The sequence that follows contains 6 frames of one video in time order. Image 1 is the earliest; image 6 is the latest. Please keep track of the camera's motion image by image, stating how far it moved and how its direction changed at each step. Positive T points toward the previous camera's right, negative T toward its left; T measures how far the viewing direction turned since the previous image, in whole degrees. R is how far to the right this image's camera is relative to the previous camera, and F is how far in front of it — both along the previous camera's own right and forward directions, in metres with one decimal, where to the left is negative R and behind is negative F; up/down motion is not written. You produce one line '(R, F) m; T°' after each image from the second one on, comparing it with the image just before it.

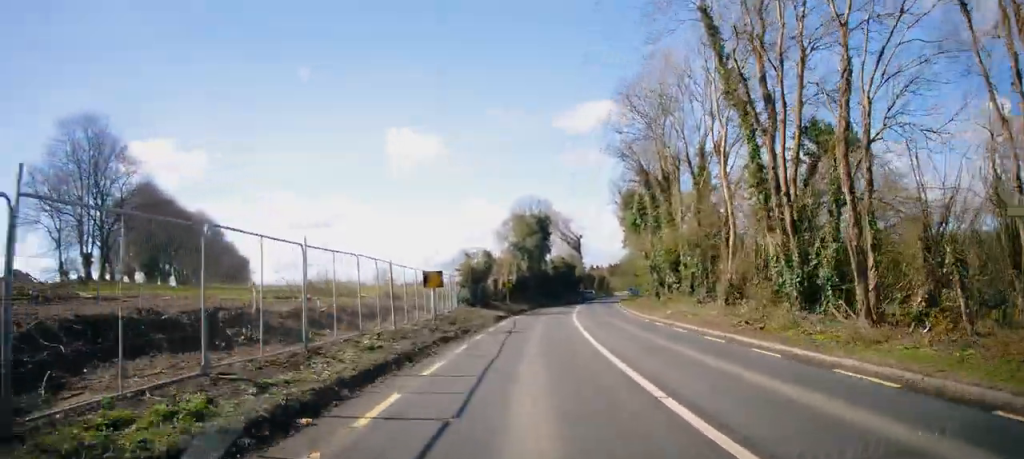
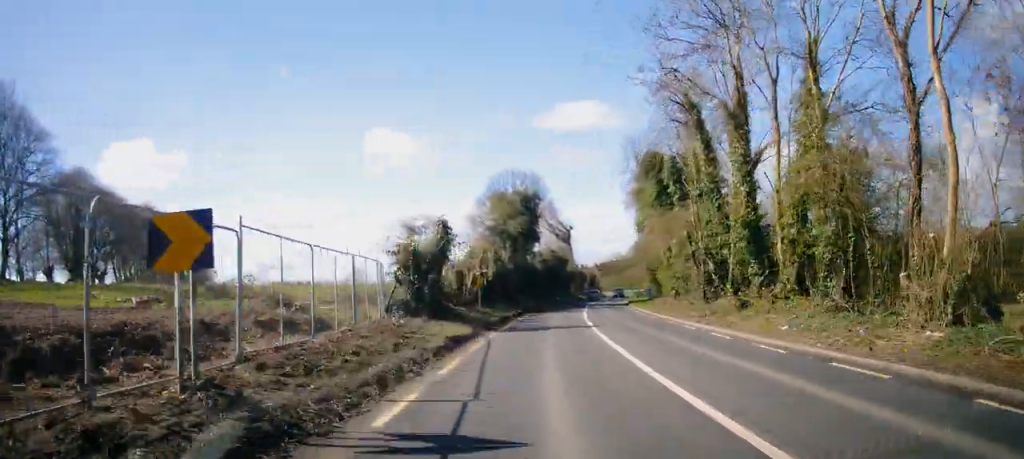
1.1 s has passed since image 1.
(+0.2, +16.3) m; +2°
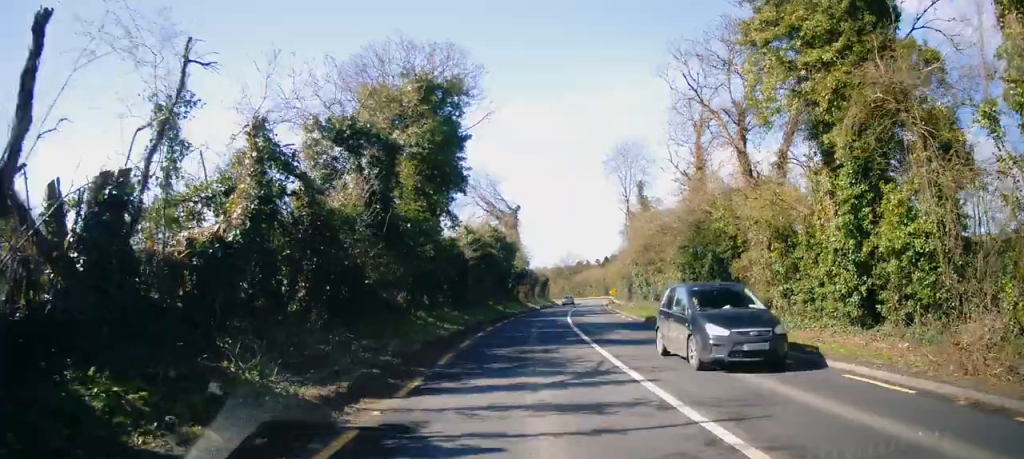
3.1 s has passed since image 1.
(+1.2, +30.9) m; +6°
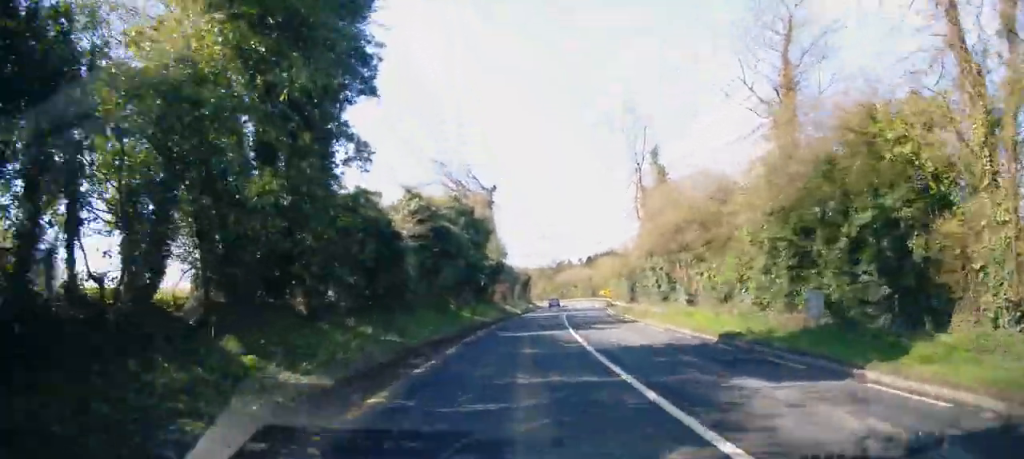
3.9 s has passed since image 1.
(+0.6, +13.8) m; +2°
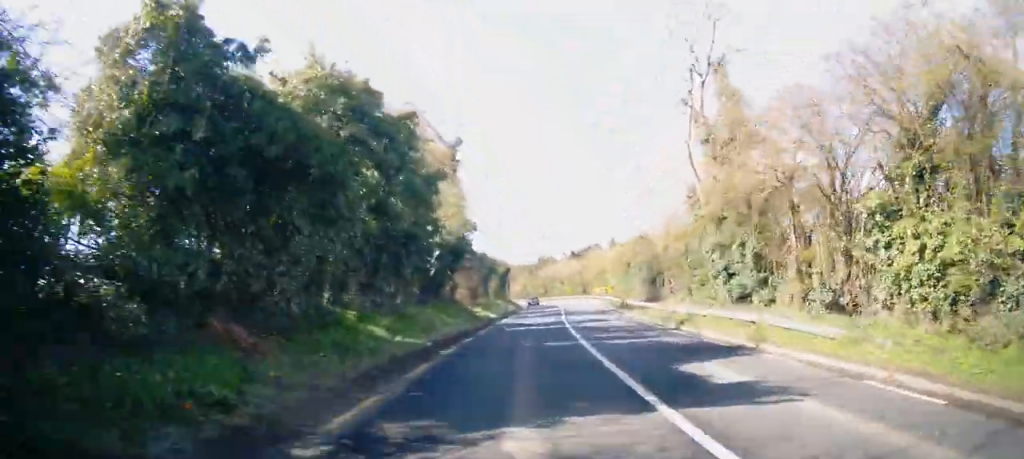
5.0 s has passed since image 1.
(0.0, +16.7) m; +1°
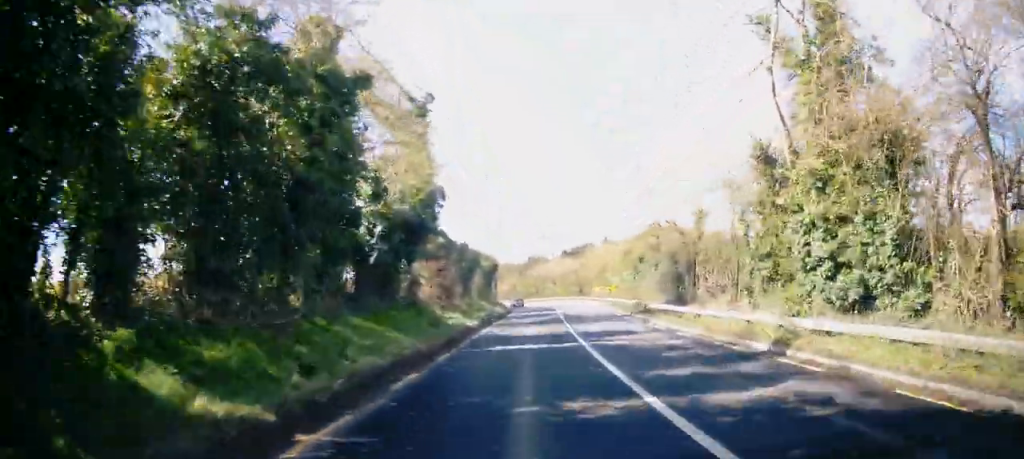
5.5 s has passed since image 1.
(+0.1, +9.3) m; +1°
